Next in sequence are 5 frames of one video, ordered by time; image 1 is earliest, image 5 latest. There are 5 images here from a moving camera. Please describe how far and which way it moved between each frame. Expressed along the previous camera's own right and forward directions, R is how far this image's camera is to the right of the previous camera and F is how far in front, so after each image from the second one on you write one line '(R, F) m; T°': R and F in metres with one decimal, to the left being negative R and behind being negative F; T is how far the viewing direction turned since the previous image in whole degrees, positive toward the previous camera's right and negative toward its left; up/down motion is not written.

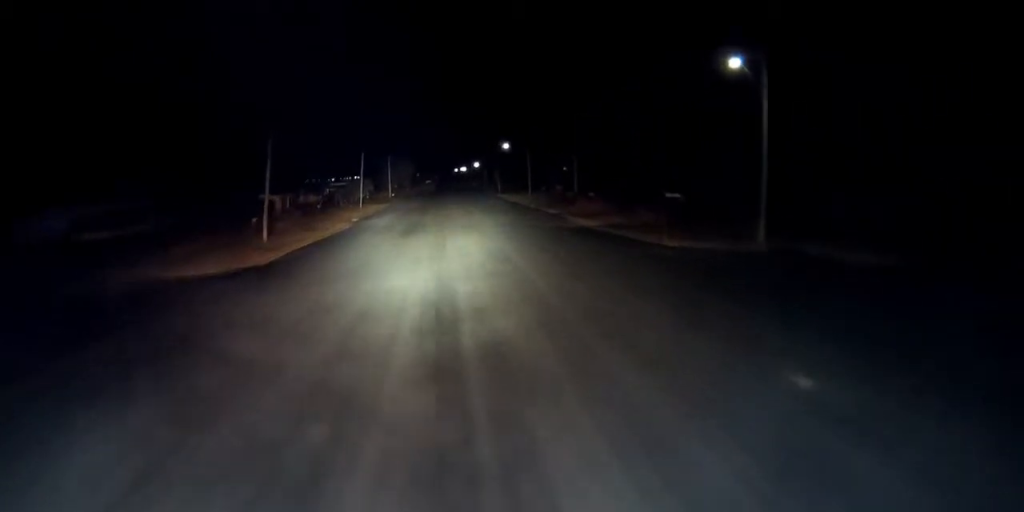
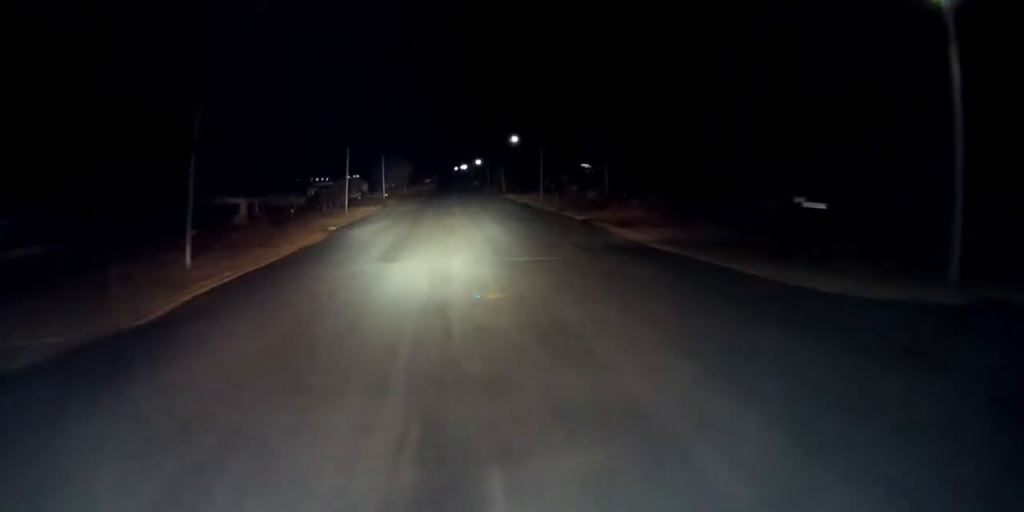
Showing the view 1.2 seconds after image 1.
(0.0, +14.5) m; 0°
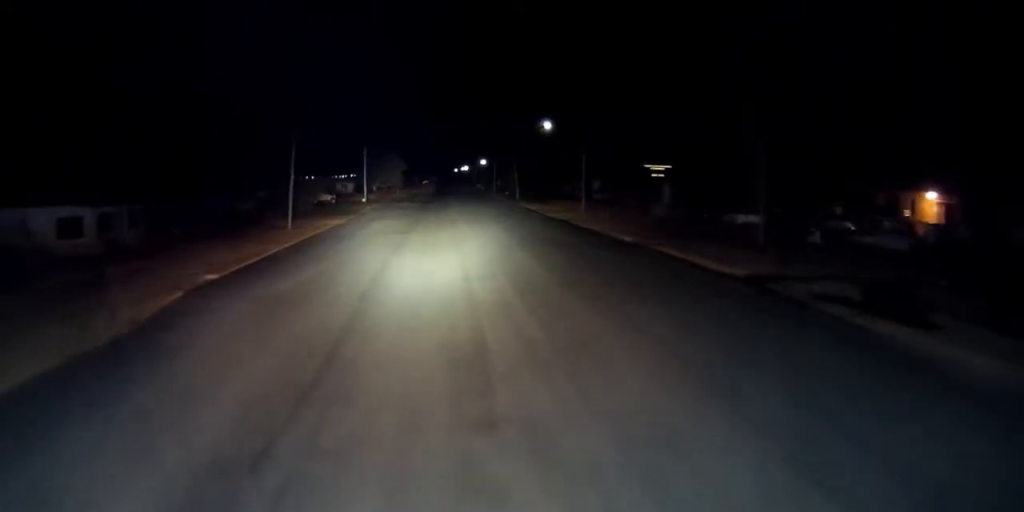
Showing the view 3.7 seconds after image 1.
(0.0, +30.6) m; 0°
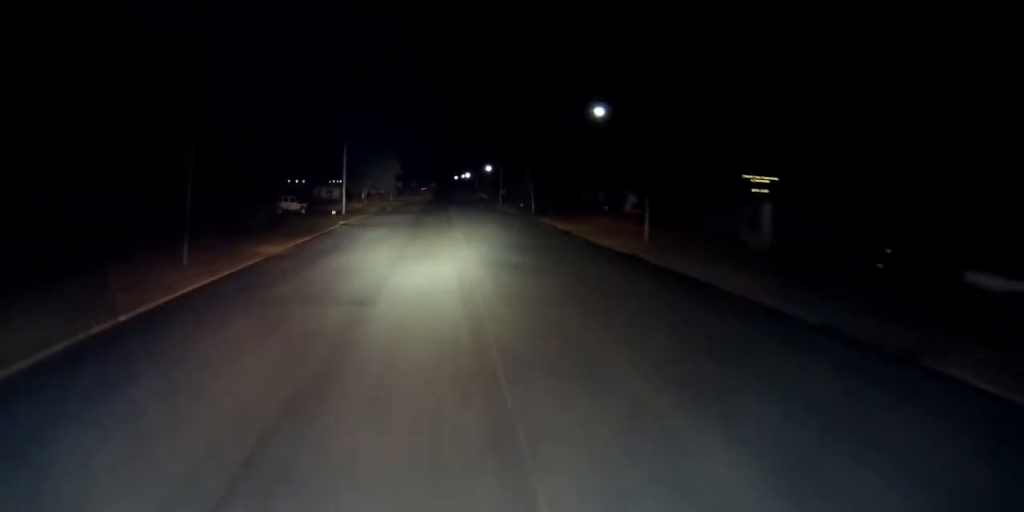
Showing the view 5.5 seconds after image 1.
(+0.1, +22.5) m; +1°
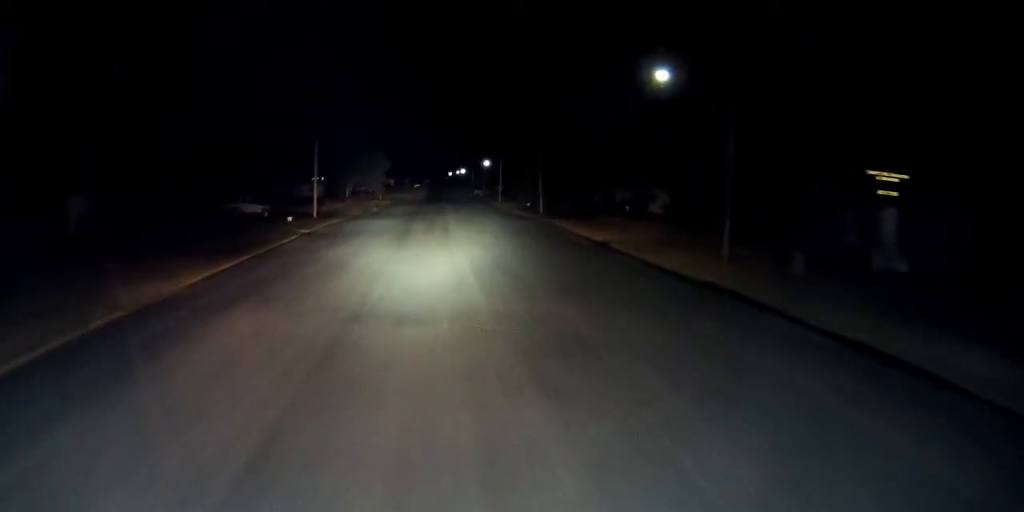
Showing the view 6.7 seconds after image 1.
(+0.2, +15.1) m; +1°
